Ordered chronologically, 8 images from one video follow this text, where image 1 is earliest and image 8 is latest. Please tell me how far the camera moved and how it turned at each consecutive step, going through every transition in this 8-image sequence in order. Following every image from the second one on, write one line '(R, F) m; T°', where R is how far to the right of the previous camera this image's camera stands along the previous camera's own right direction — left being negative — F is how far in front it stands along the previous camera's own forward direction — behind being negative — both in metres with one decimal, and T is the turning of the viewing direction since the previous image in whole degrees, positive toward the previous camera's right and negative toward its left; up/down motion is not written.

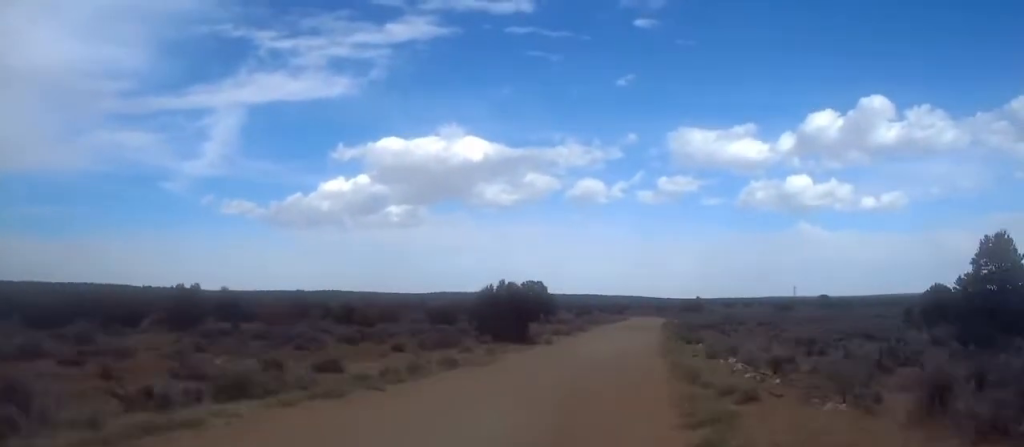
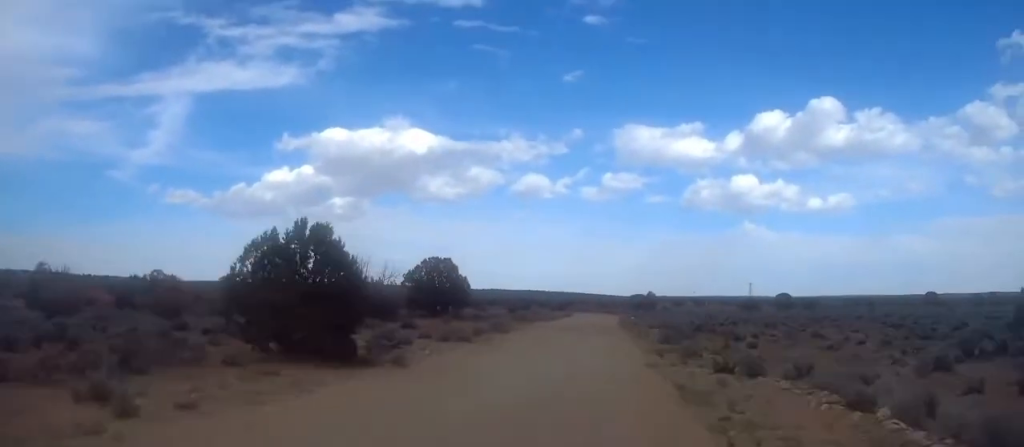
(+0.6, +23.4) m; +3°
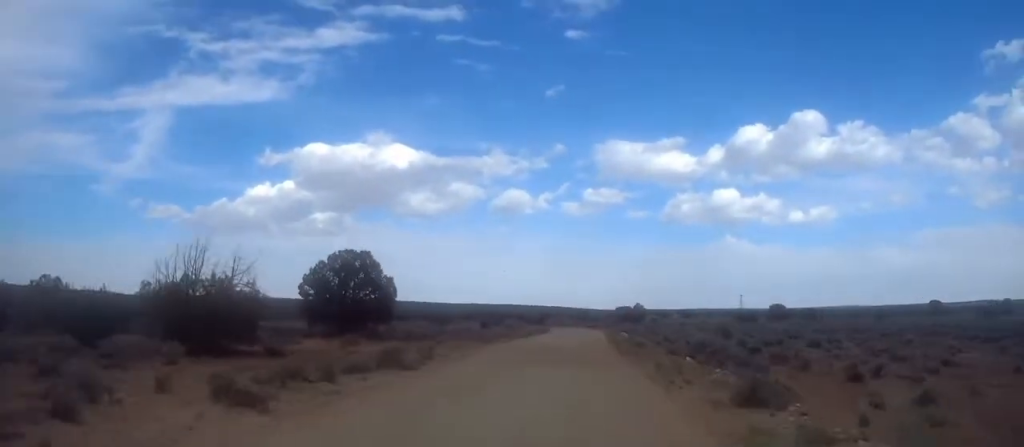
(+0.3, +17.0) m; +1°
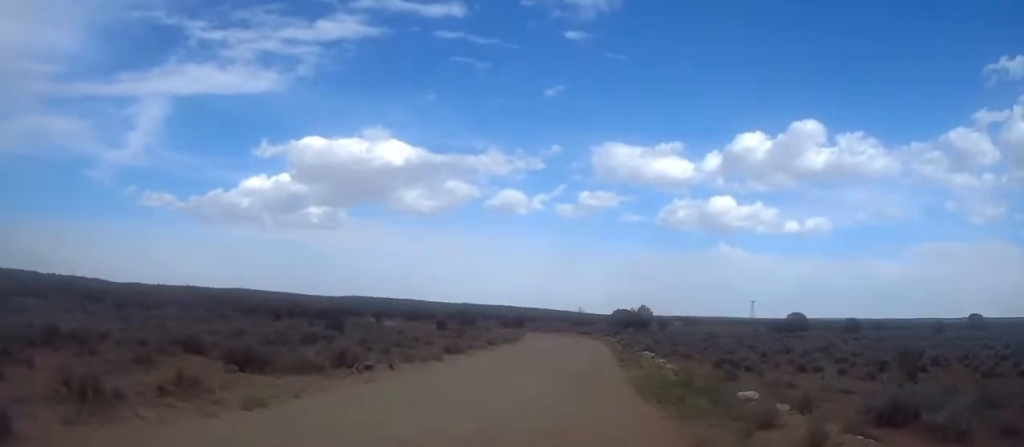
(+0.6, +34.0) m; +2°
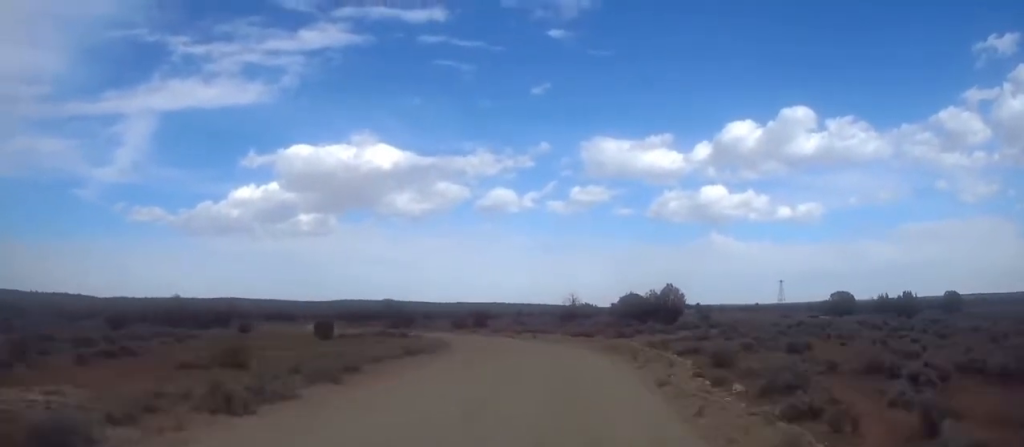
(+0.6, +46.0) m; -1°
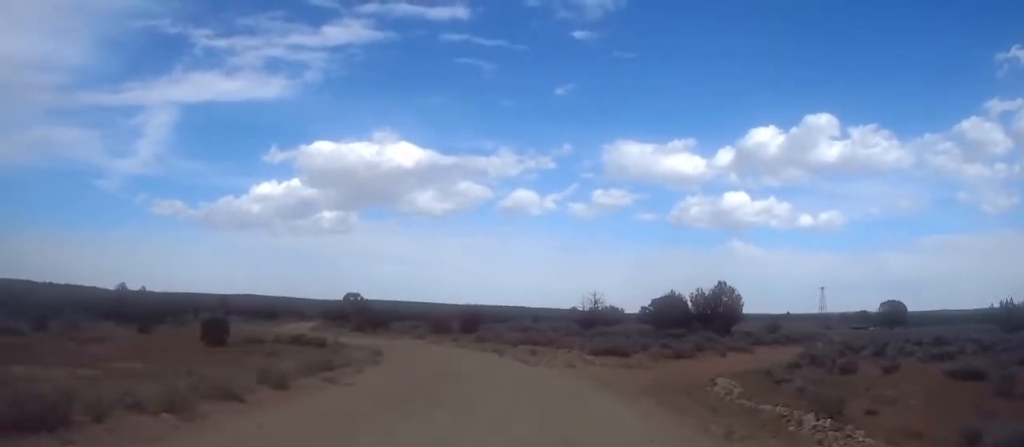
(-0.4, +20.7) m; -4°
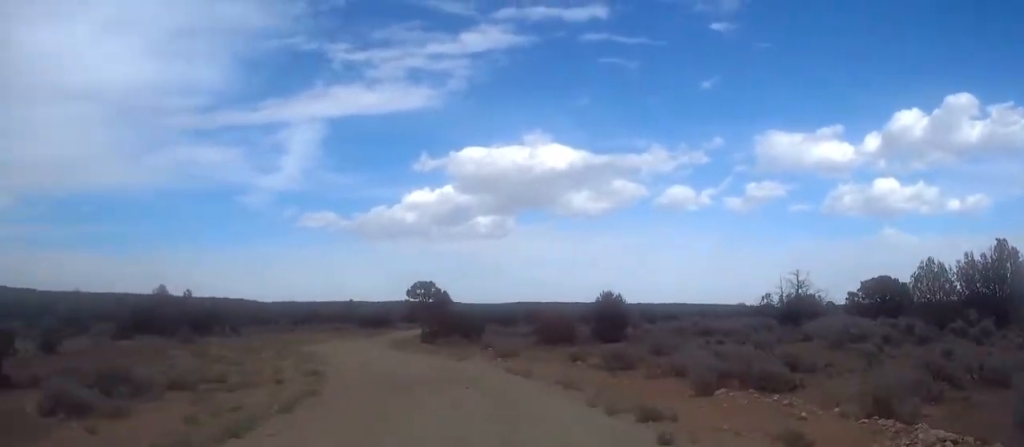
(-1.8, +25.8) m; -10°
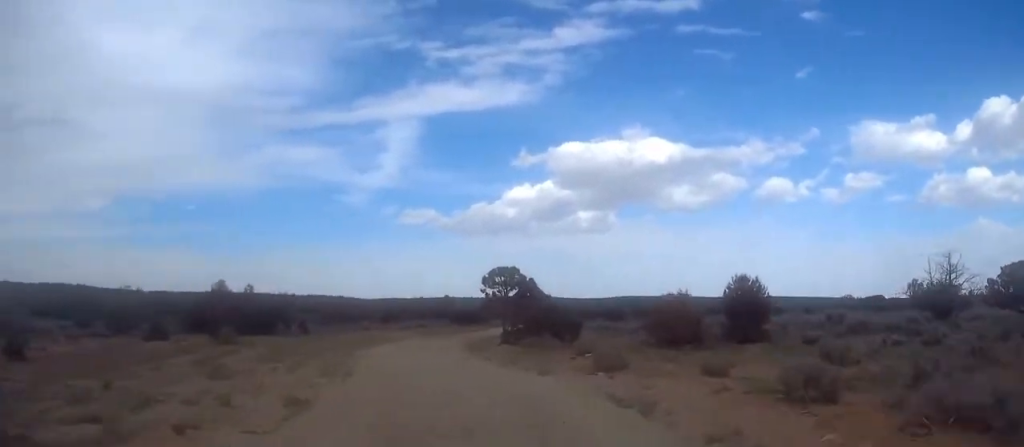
(-0.5, +9.1) m; -6°
